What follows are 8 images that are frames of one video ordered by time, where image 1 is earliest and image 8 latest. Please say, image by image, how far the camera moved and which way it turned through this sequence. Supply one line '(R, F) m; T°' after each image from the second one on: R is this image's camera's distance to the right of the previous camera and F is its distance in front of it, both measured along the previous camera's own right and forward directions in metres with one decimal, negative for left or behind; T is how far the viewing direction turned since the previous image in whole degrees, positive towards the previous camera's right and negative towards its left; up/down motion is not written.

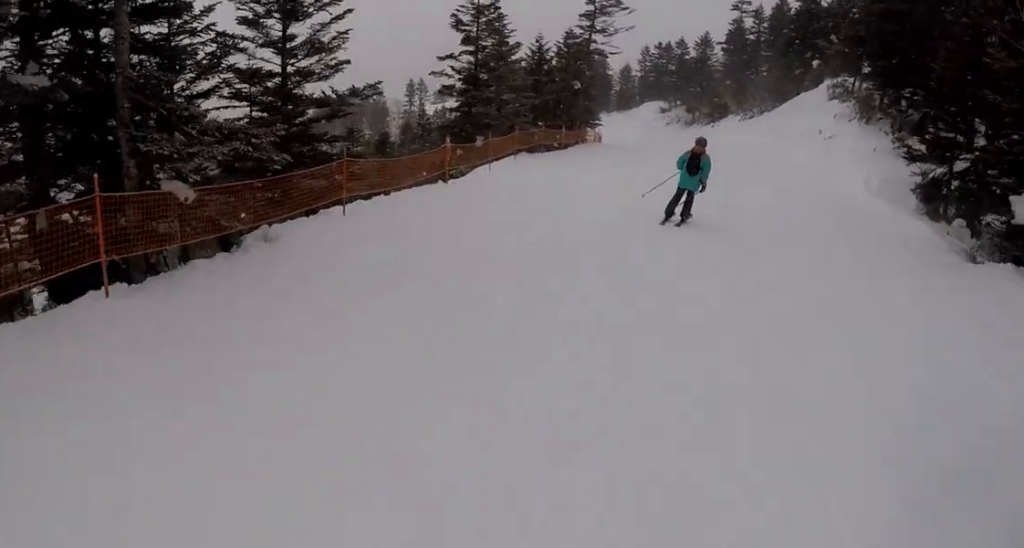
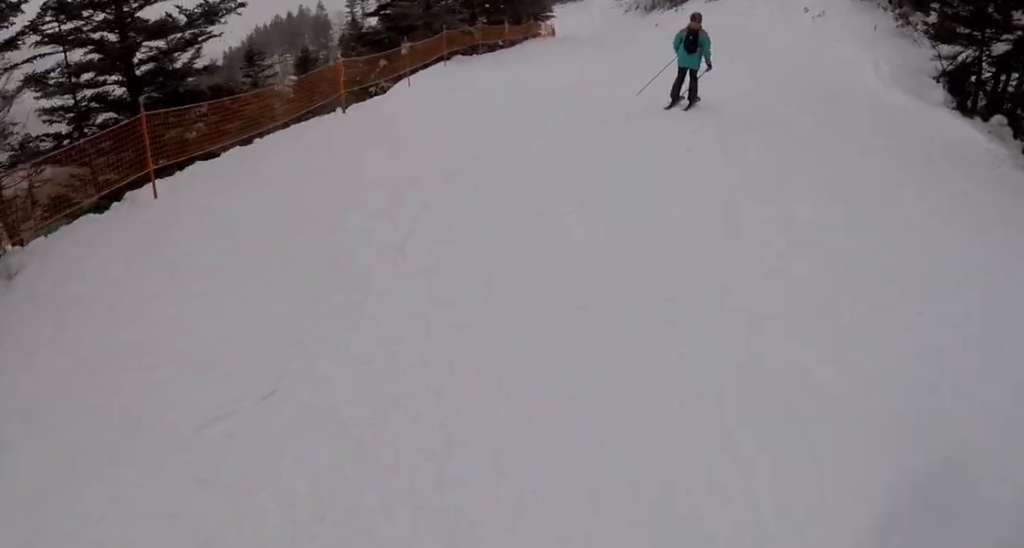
(+0.4, +3.5) m; +4°
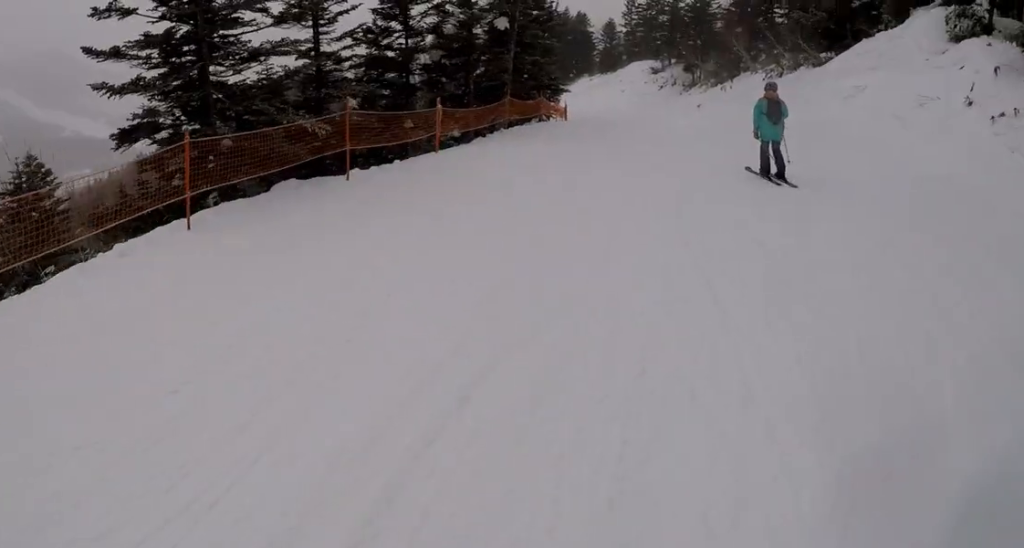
(+0.6, +11.5) m; -4°
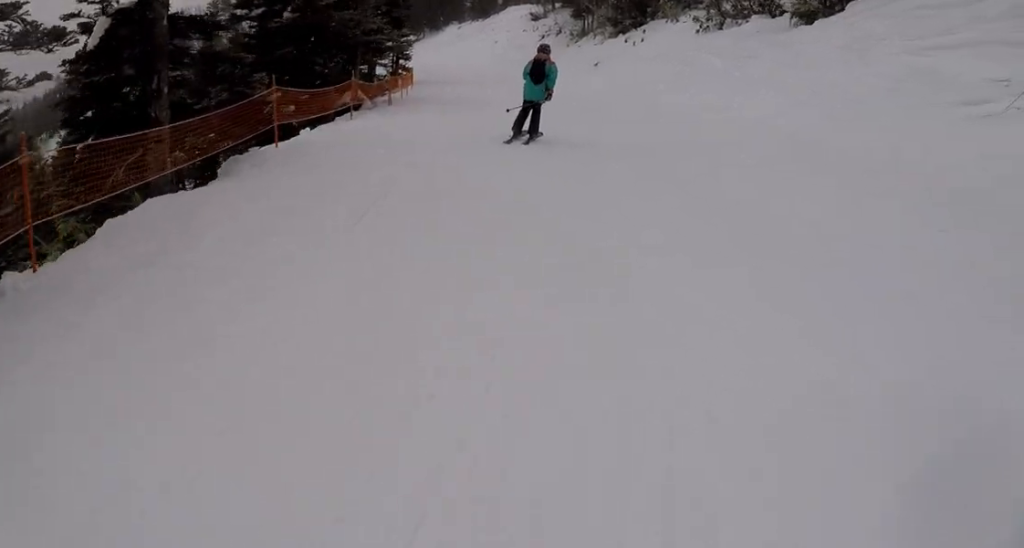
(-0.1, +13.0) m; +6°
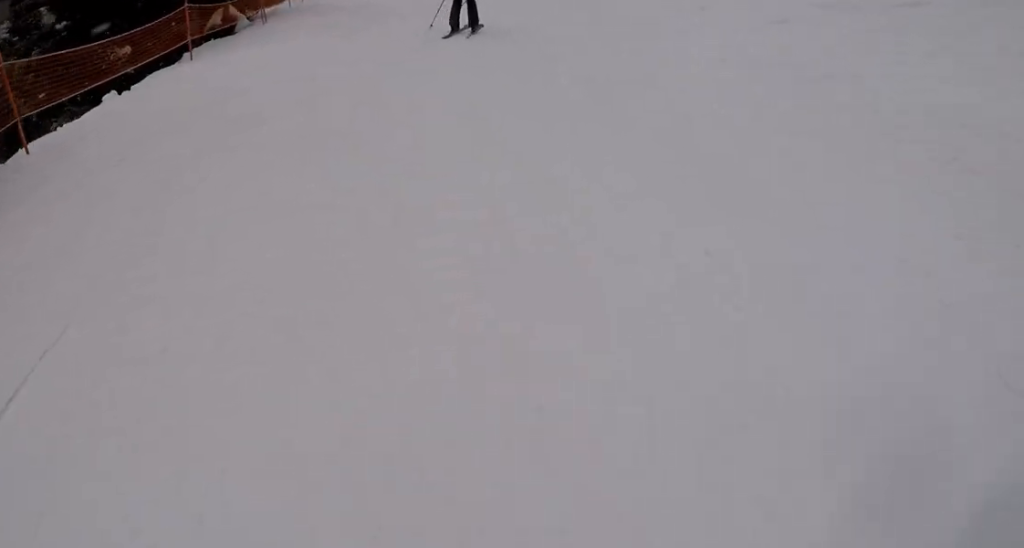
(+0.1, +4.1) m; -2°
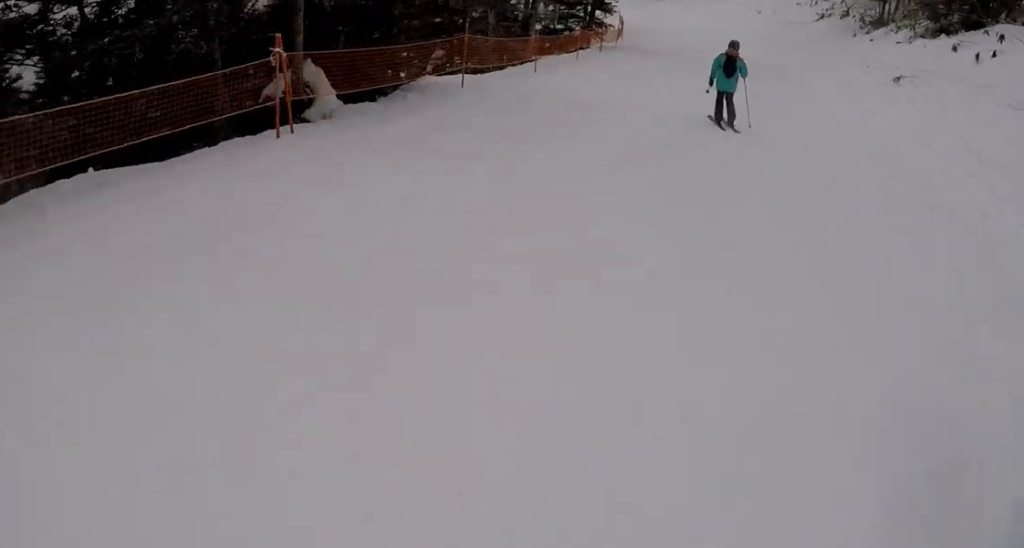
(-1.2, +11.1) m; -12°
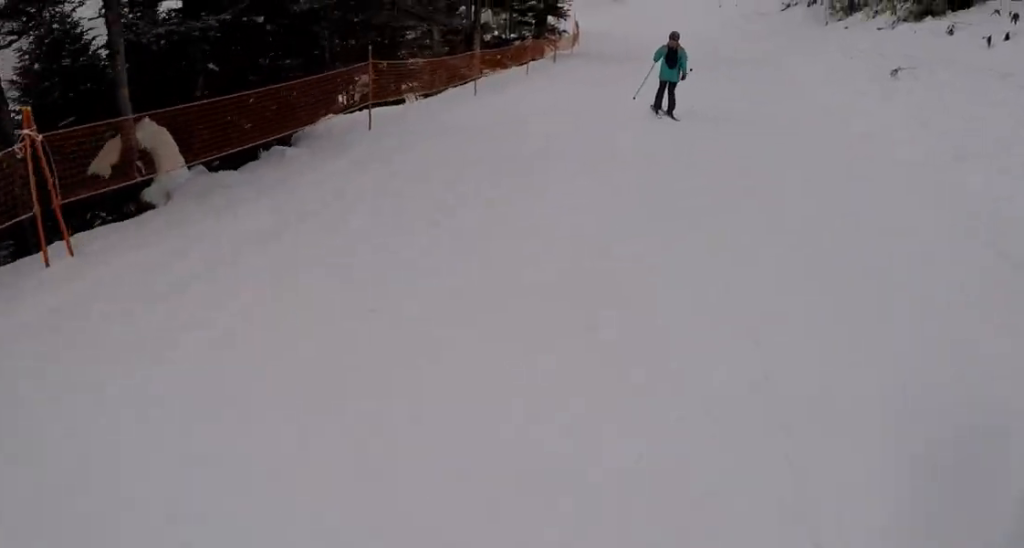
(0.0, +3.1) m; +3°
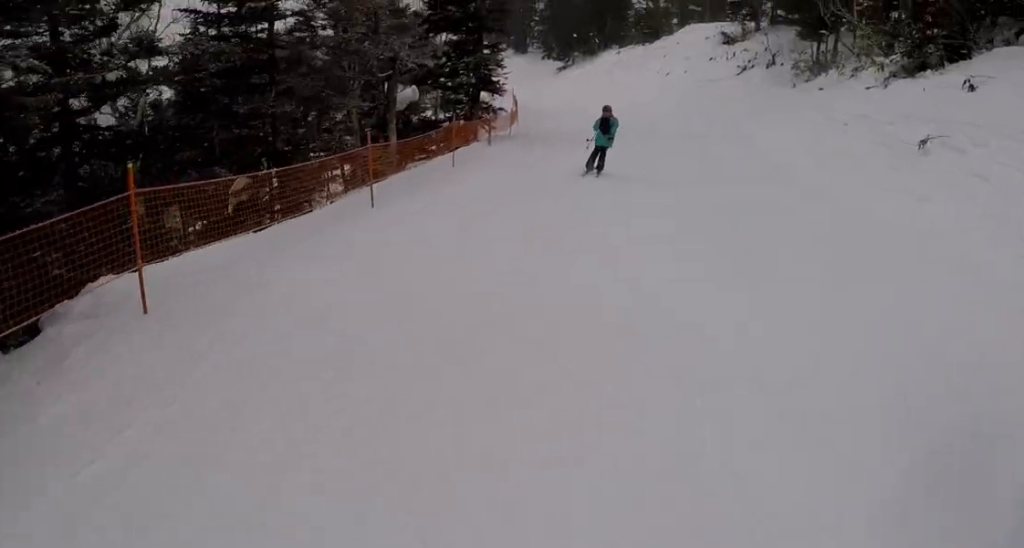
(-0.3, +4.3) m; +5°
